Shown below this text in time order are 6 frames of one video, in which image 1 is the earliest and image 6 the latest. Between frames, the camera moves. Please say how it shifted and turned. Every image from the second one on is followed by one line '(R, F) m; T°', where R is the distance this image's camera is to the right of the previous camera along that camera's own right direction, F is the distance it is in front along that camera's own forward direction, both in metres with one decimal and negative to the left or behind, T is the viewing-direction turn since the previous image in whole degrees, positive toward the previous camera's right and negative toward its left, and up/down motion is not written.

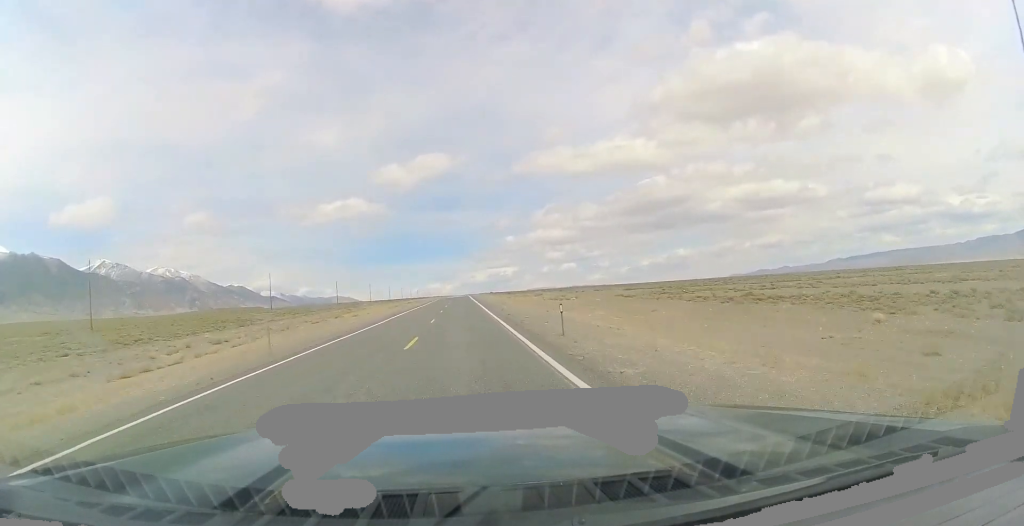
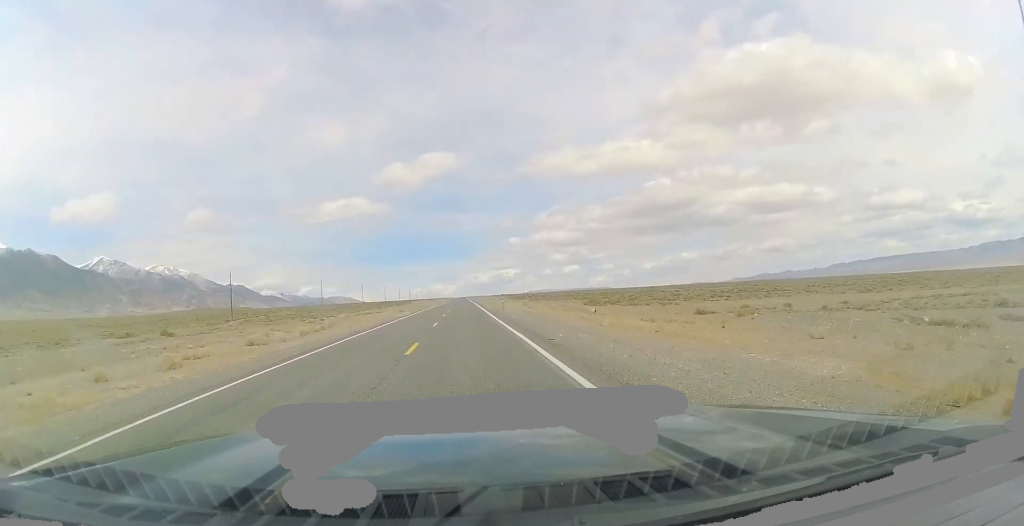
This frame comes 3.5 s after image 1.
(-1.1, +122.9) m; -1°
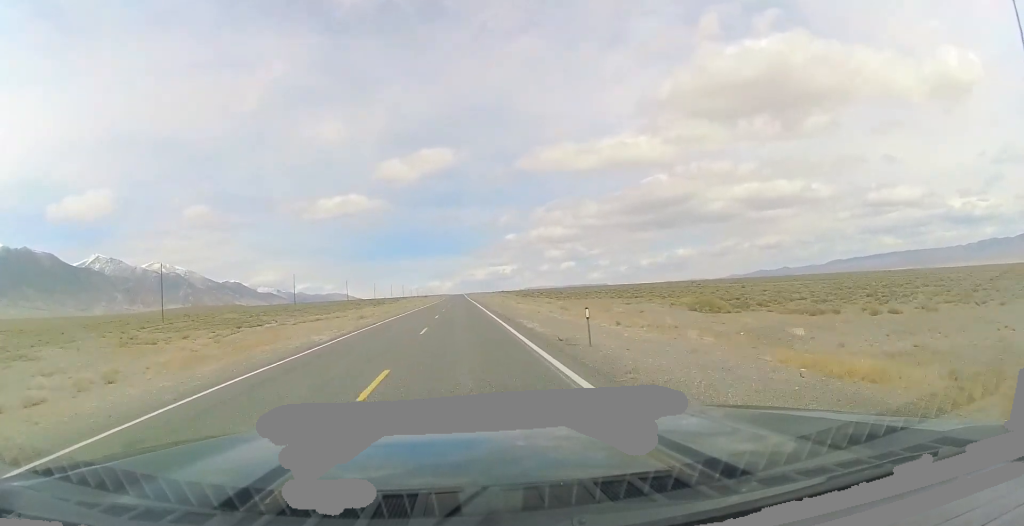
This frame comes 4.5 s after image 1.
(+0.2, +34.2) m; +1°
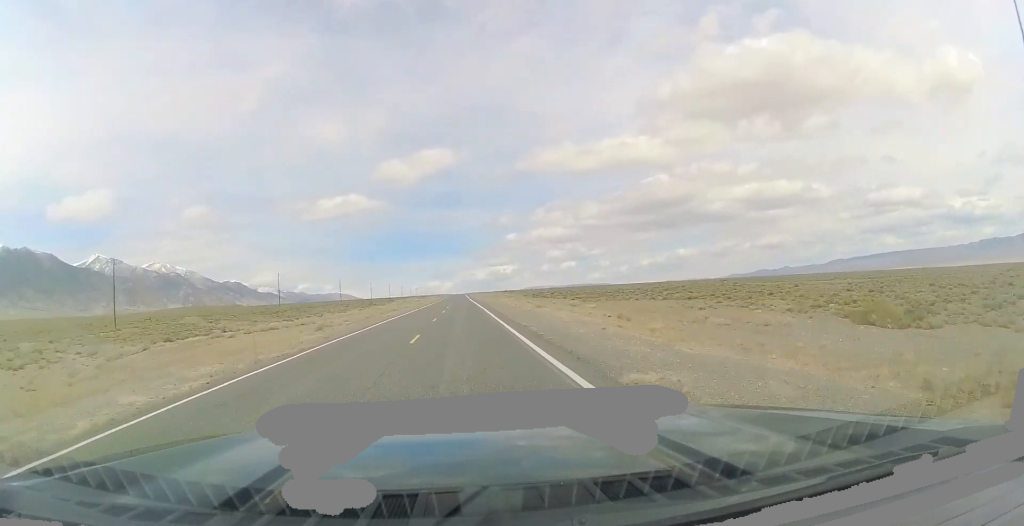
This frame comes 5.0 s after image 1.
(+0.1, +17.7) m; 0°
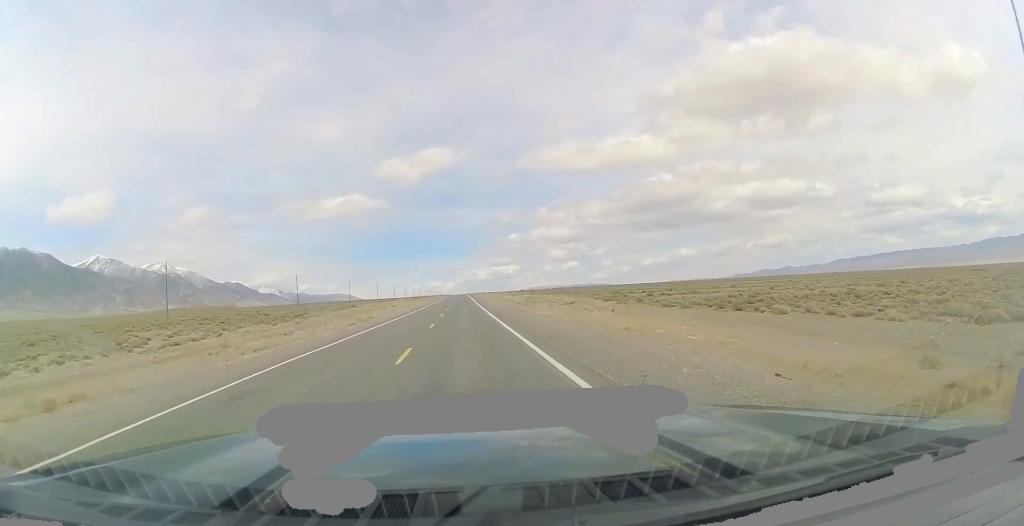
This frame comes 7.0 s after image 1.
(0.0, +73.2) m; 0°
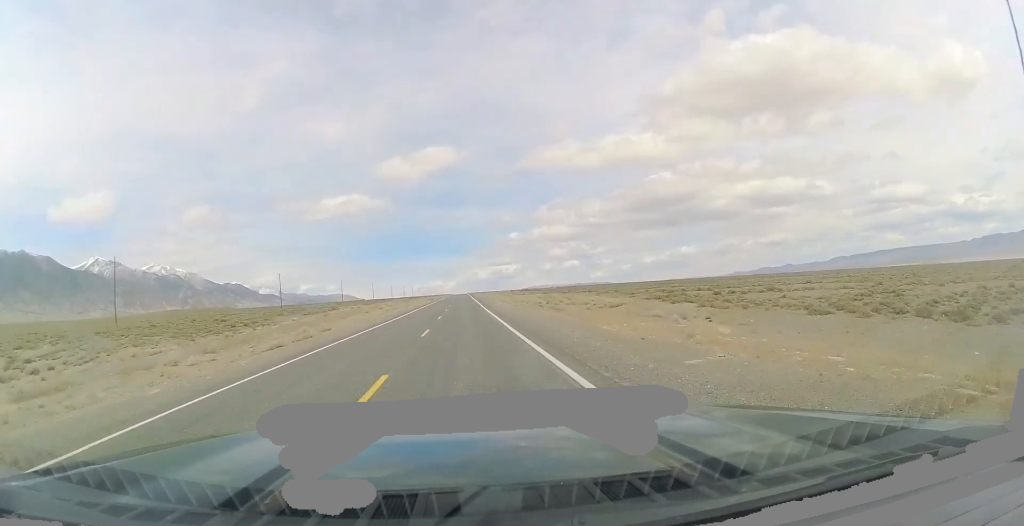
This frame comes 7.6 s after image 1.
(+0.1, +18.9) m; 0°
